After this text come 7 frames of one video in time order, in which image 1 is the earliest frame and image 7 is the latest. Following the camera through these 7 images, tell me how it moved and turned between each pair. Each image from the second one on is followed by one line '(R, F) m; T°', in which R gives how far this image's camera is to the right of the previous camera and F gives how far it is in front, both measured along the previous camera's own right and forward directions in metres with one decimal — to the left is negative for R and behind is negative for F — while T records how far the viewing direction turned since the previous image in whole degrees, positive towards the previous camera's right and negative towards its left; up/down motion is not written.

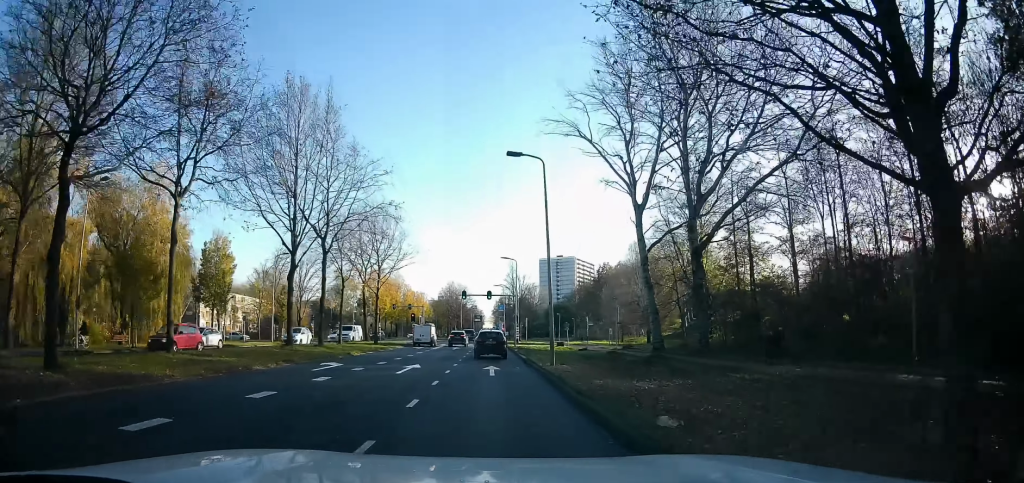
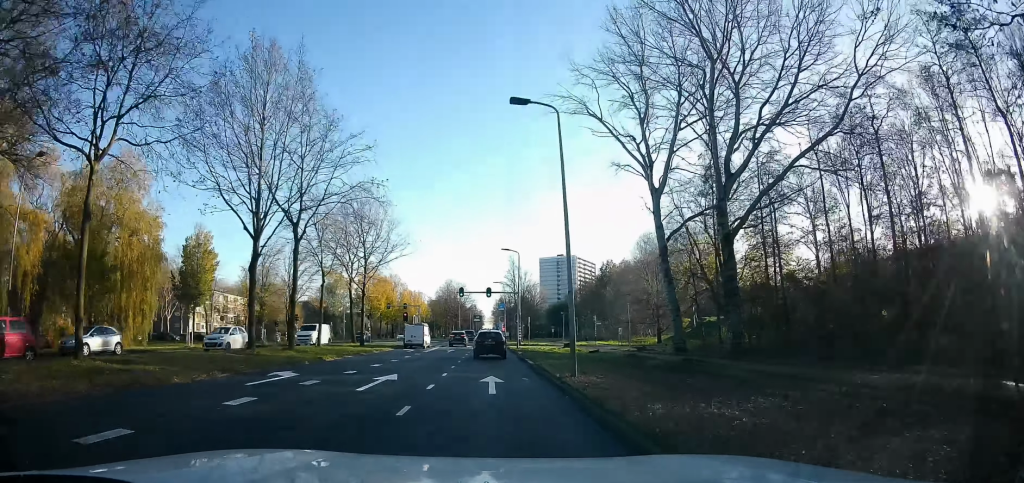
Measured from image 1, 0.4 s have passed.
(0.0, +5.0) m; 0°
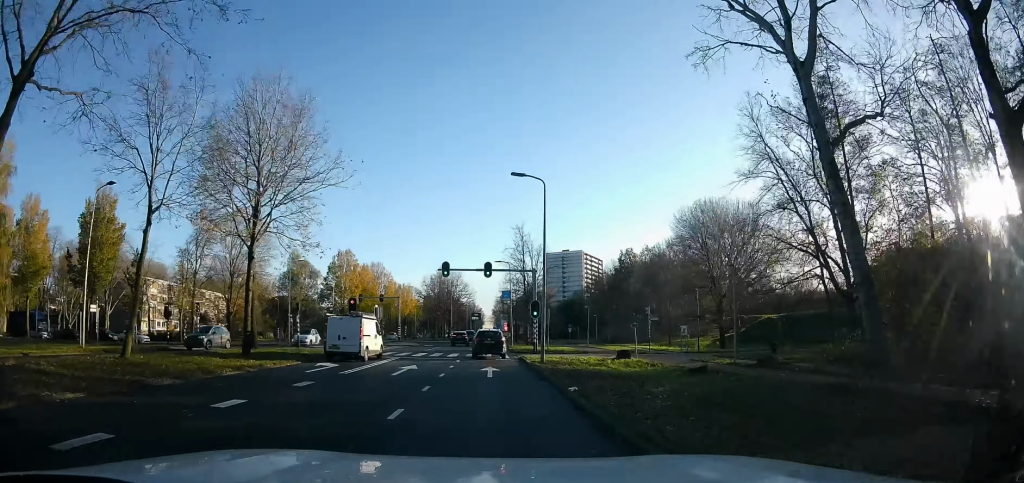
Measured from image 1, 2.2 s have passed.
(-0.4, +20.5) m; -3°
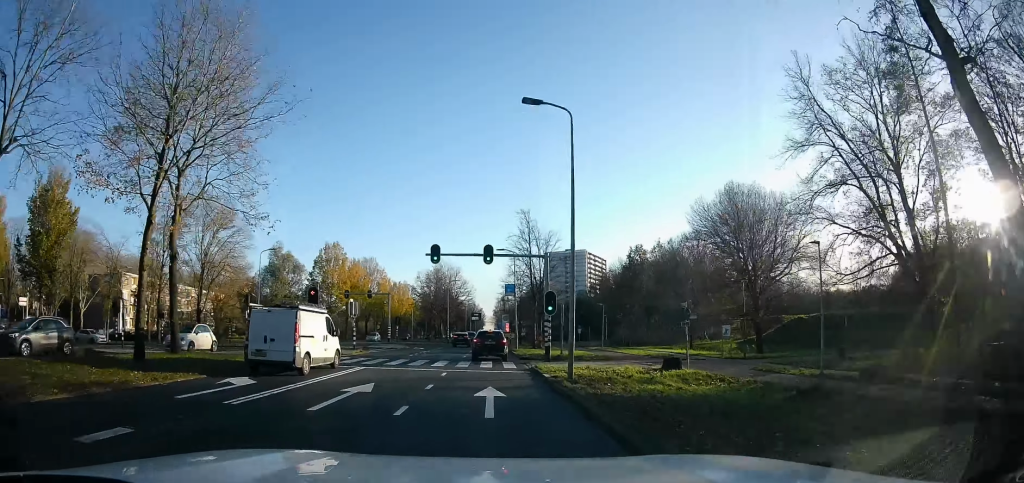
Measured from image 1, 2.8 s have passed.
(-0.5, +7.7) m; 0°
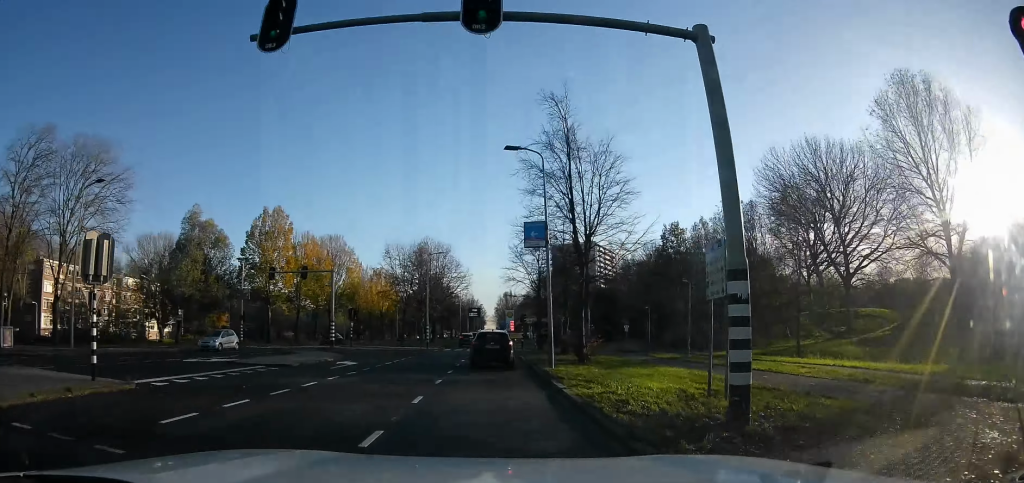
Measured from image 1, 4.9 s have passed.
(+1.5, +24.0) m; +2°
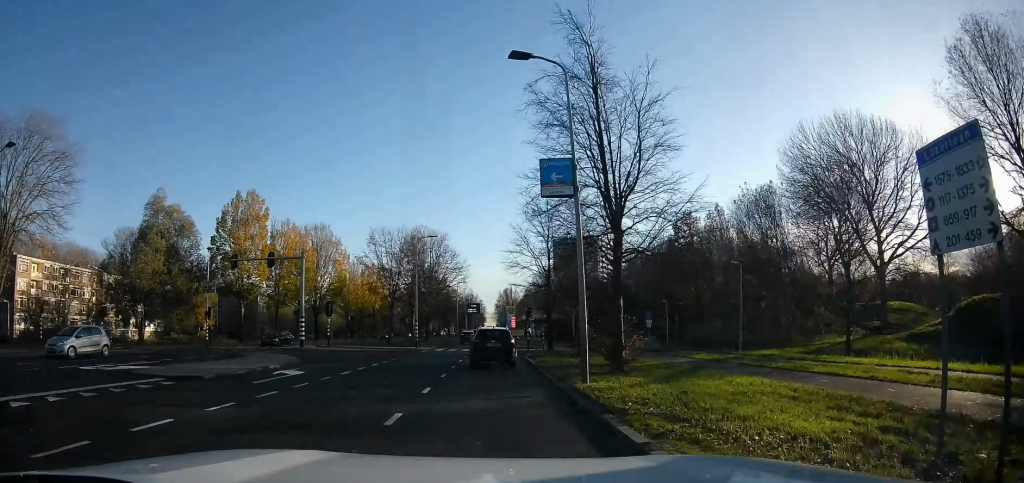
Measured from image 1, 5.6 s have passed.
(-0.3, +6.9) m; +1°
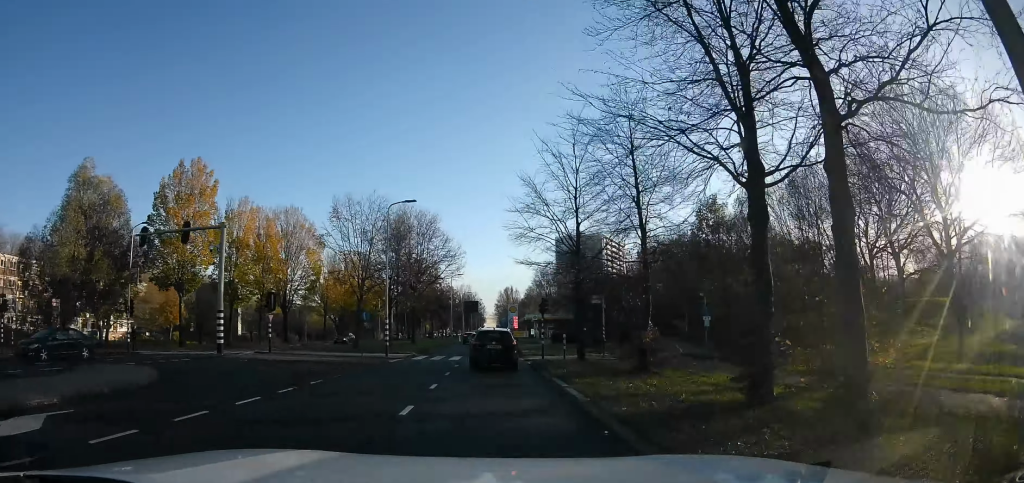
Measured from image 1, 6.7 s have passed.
(+0.6, +11.2) m; 0°
